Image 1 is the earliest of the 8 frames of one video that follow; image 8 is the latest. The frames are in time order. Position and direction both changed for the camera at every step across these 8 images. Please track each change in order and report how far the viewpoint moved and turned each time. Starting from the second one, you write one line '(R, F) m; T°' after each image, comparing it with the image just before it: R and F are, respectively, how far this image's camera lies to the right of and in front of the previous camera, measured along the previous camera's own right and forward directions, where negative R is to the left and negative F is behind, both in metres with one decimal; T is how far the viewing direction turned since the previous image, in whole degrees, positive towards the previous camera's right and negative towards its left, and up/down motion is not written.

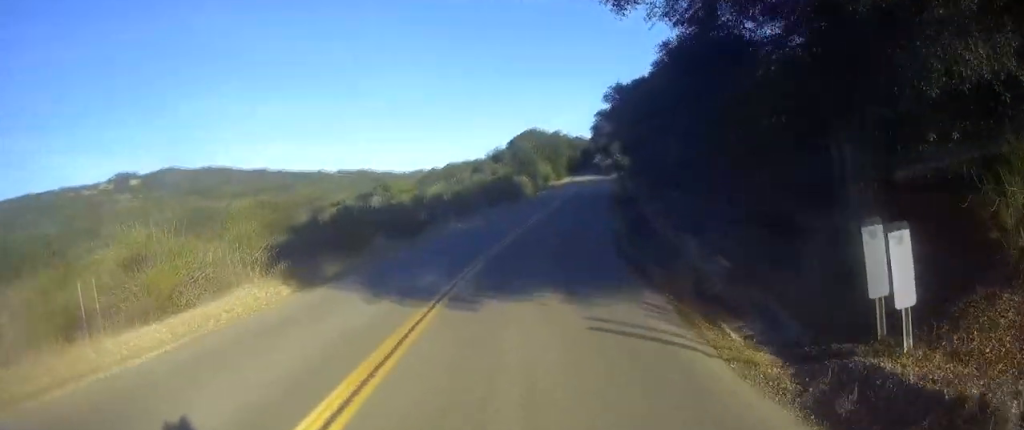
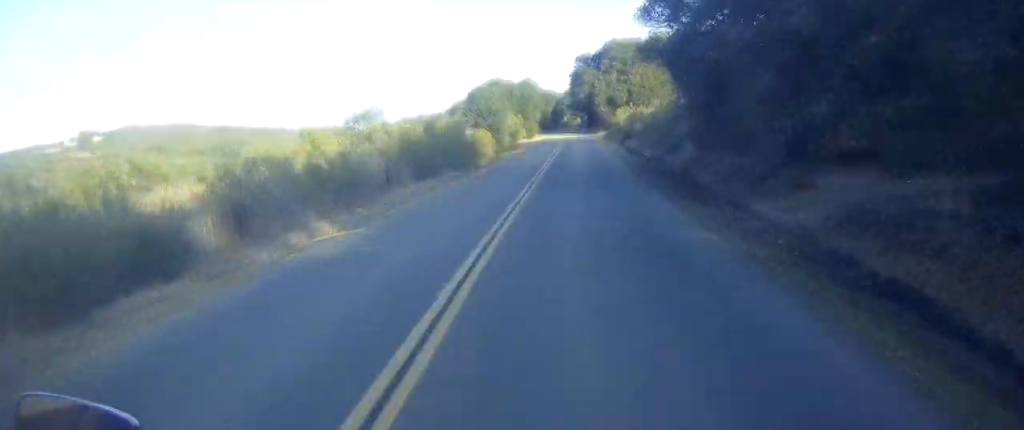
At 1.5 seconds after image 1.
(+1.0, +21.4) m; +7°
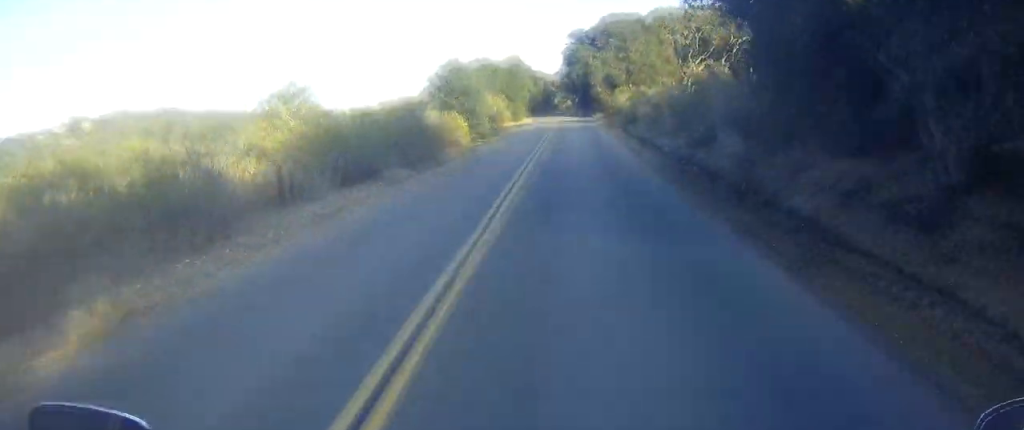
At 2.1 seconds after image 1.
(+0.4, +8.9) m; +4°
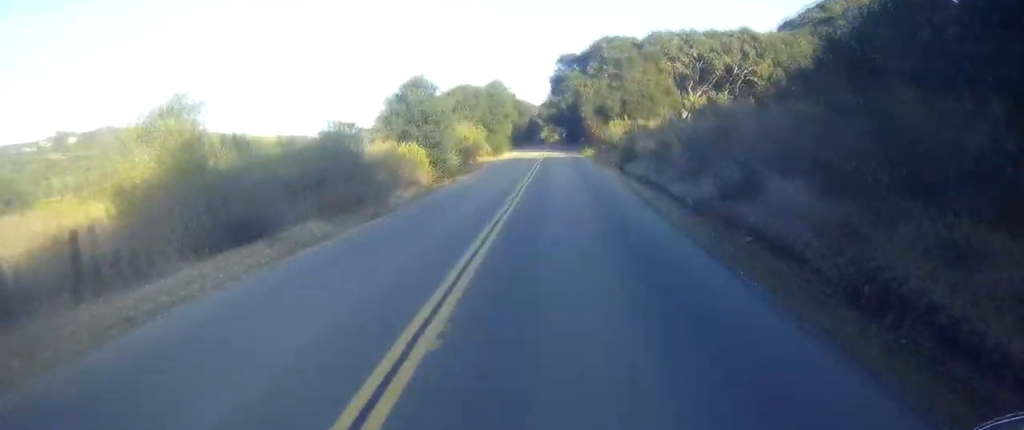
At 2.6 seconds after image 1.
(+0.3, +6.9) m; +3°
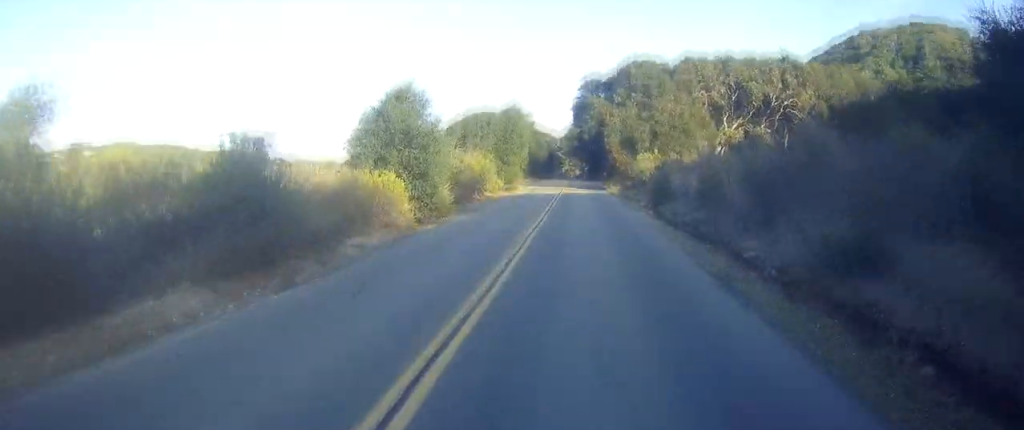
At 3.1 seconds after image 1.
(0.0, +6.4) m; +3°
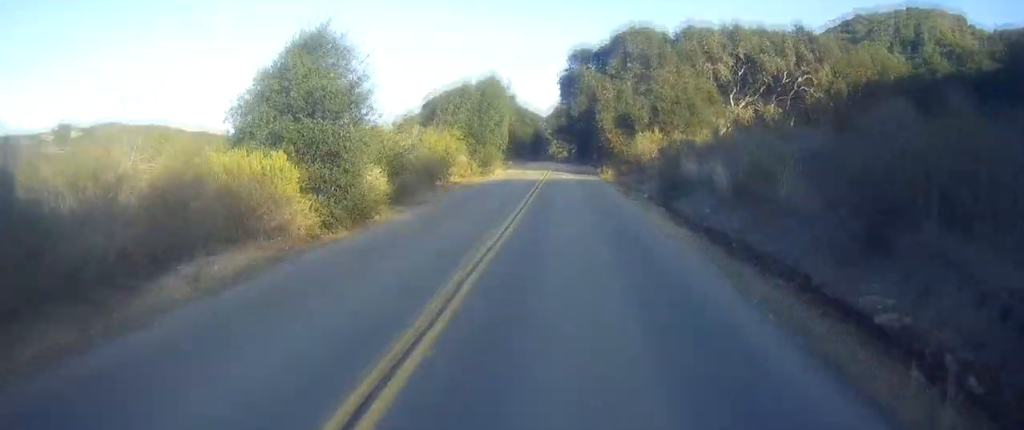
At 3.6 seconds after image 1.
(+0.3, +7.4) m; +2°
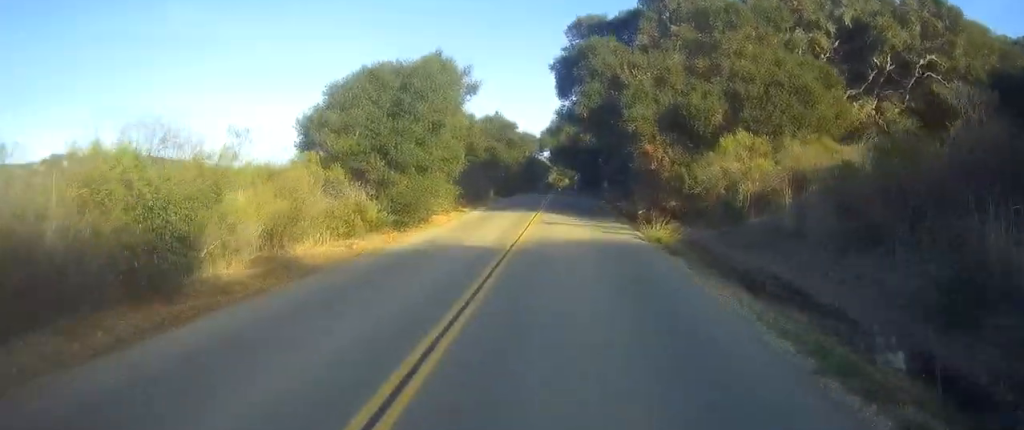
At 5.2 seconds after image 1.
(+0.9, +22.5) m; +1°
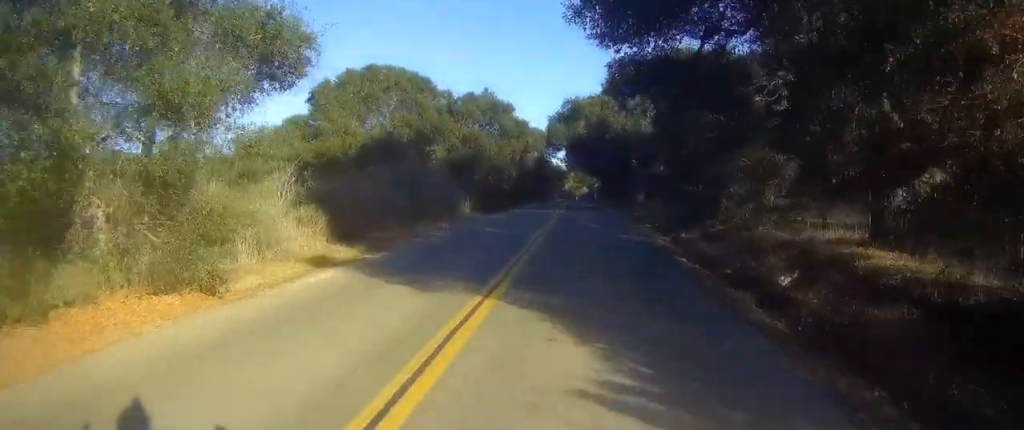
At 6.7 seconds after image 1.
(+0.3, +21.3) m; +4°
